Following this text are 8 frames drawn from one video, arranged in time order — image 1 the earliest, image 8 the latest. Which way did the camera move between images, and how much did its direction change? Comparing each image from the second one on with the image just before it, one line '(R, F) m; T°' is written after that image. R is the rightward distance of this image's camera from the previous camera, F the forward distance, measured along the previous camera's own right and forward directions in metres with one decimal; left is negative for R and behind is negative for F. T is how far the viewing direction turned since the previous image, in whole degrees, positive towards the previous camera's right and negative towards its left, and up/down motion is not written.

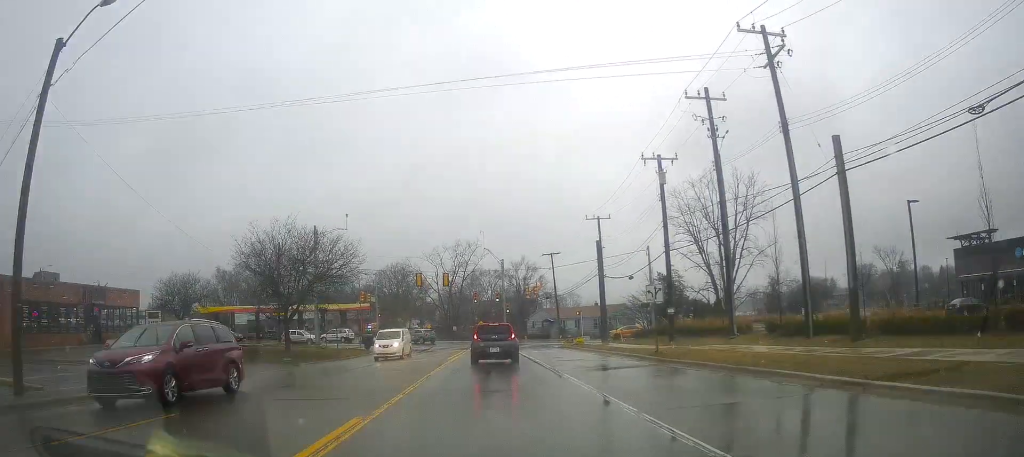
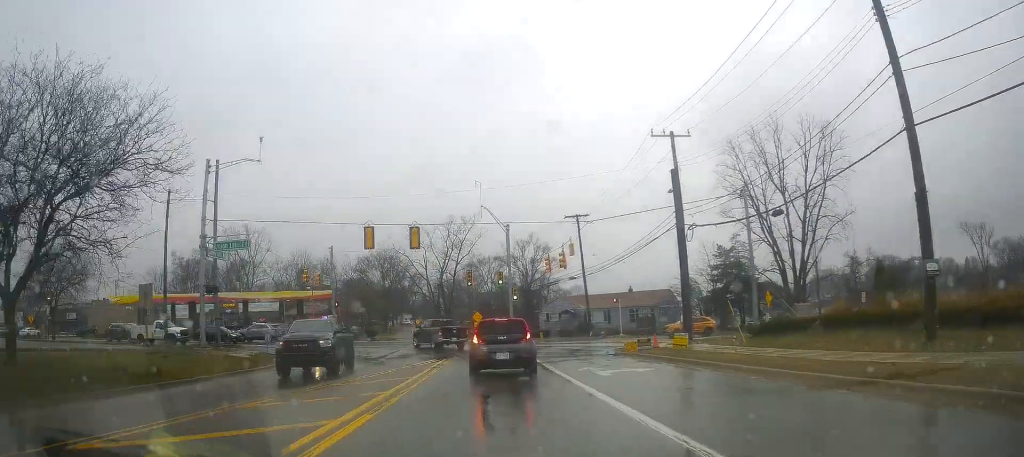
(-0.1, +24.0) m; +1°
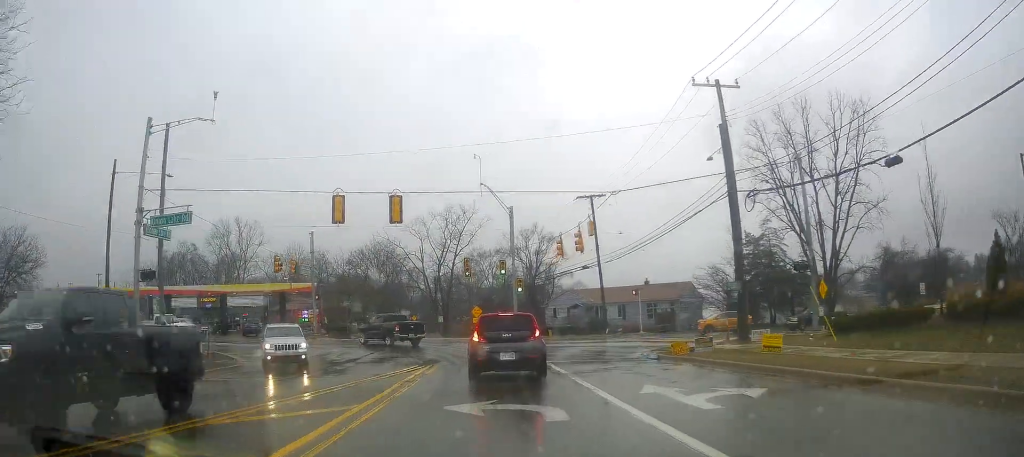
(+0.1, +7.4) m; +1°
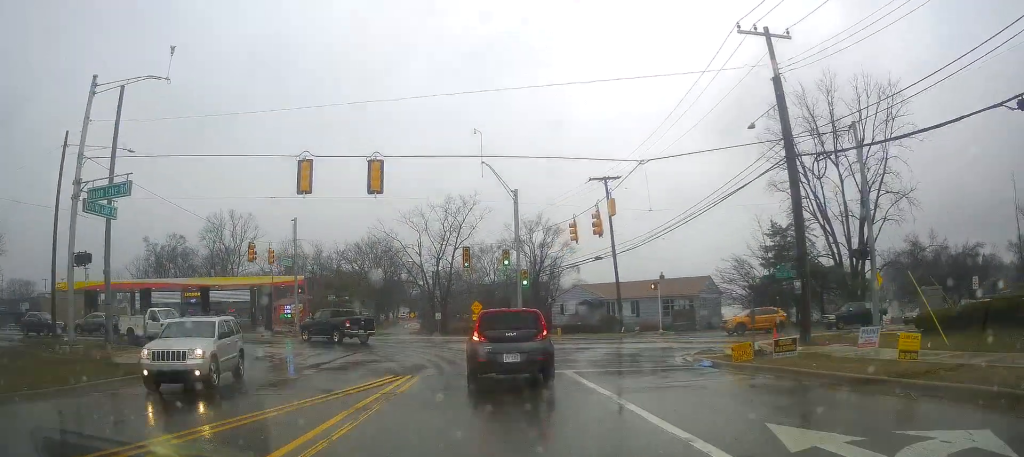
(0.0, +5.6) m; 0°
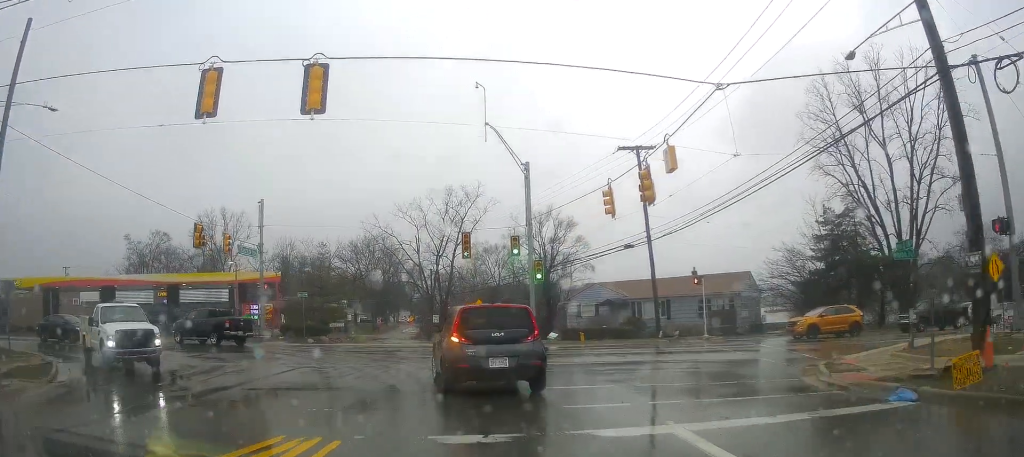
(0.0, +8.7) m; 0°
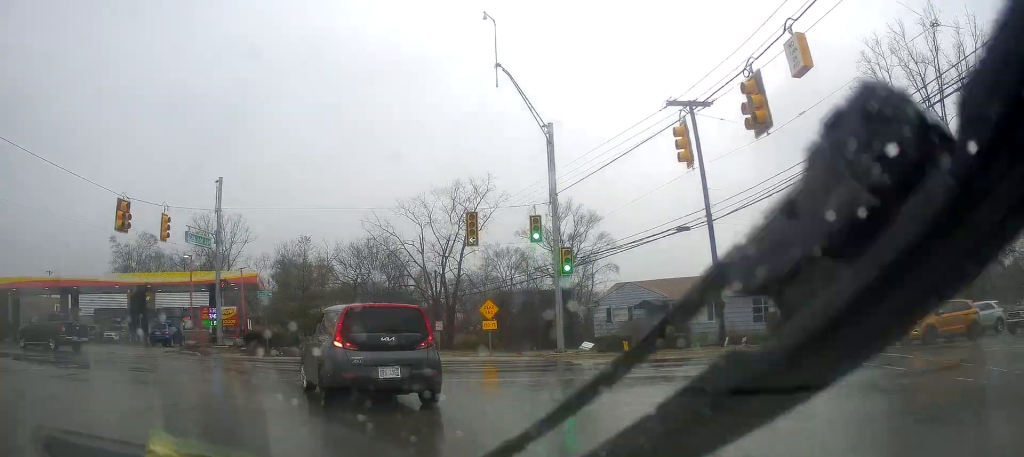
(0.0, +8.5) m; 0°
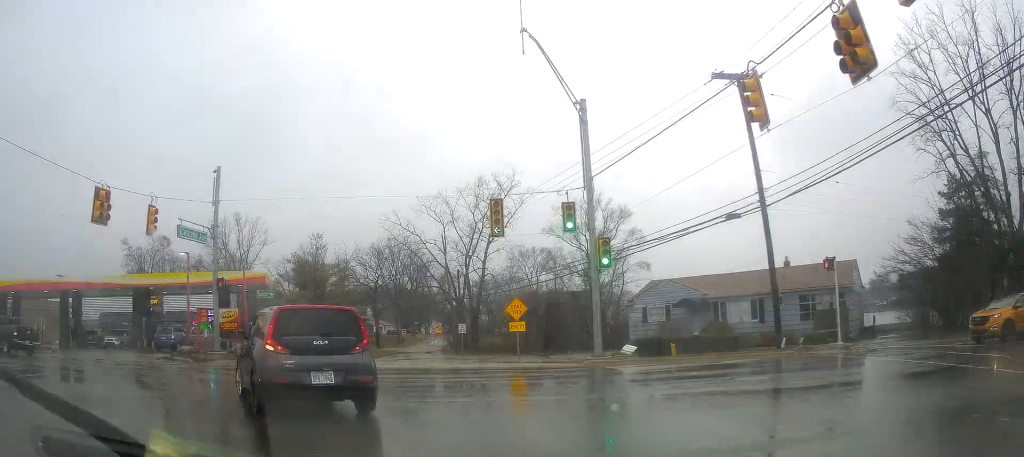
(0.0, +3.1) m; -4°
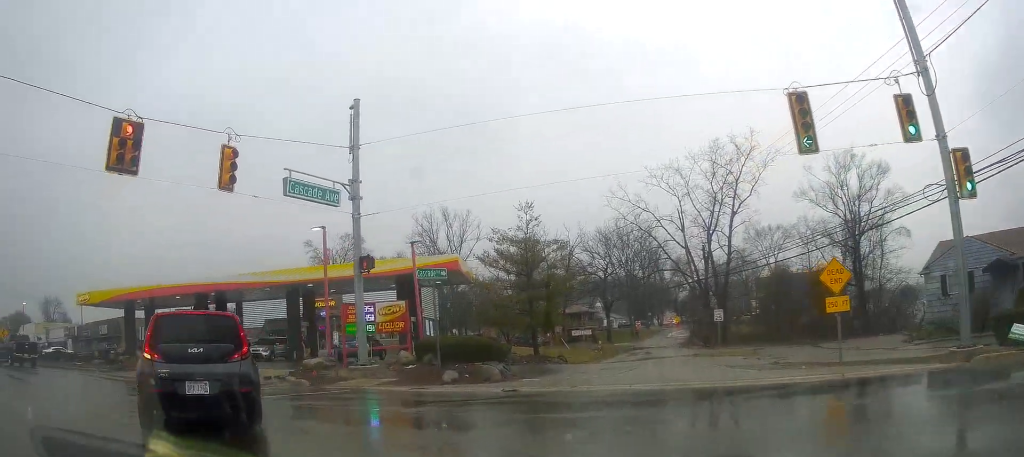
(-1.4, +10.1) m; -25°
